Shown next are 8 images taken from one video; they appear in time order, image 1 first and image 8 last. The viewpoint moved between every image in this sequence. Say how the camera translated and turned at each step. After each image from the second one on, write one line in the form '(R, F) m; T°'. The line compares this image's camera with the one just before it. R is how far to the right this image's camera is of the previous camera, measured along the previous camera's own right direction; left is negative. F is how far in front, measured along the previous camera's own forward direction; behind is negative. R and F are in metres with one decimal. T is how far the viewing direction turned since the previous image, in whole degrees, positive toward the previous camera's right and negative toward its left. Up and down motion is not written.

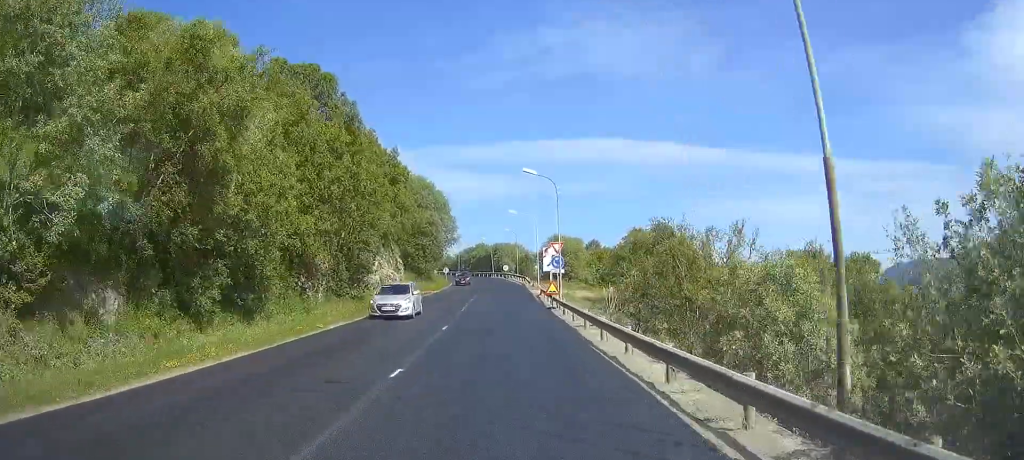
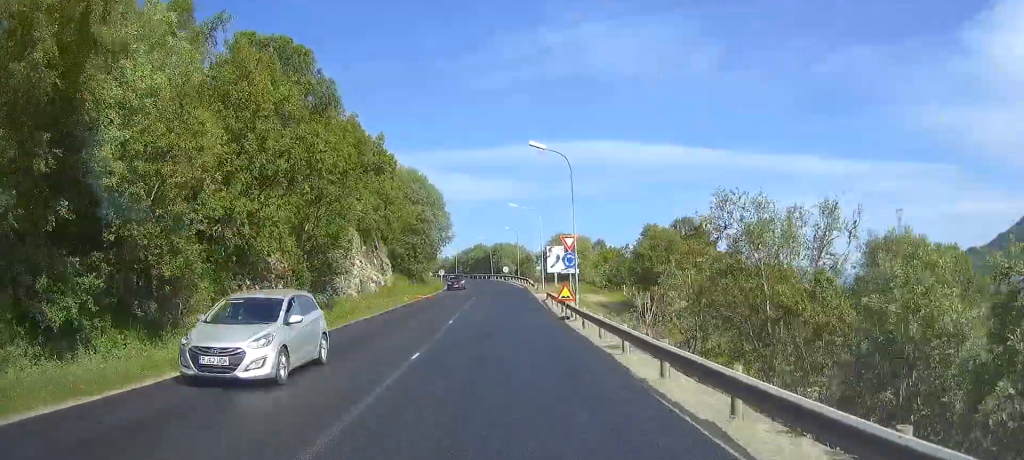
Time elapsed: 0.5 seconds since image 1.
(0.0, +7.5) m; 0°
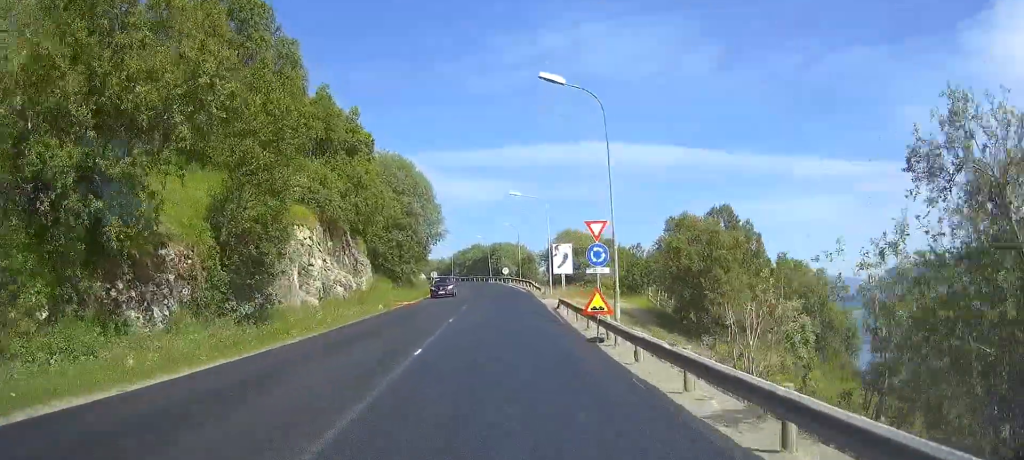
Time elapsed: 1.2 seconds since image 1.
(0.0, +9.8) m; 0°
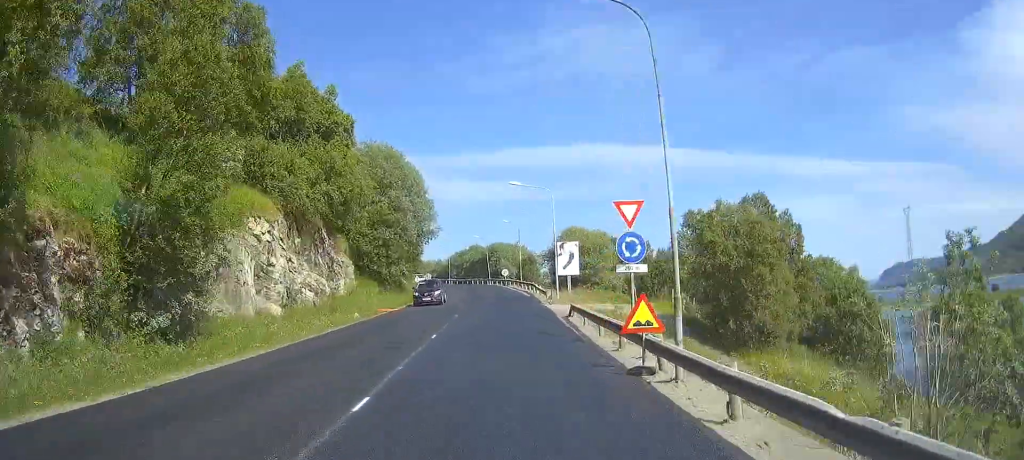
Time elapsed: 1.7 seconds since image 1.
(0.0, +6.4) m; 0°
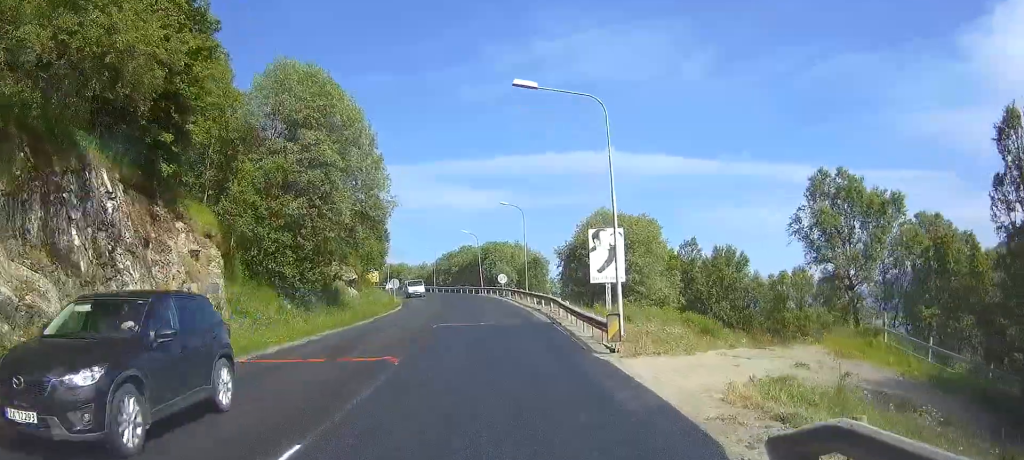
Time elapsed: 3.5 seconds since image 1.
(0.0, +23.5) m; 0°
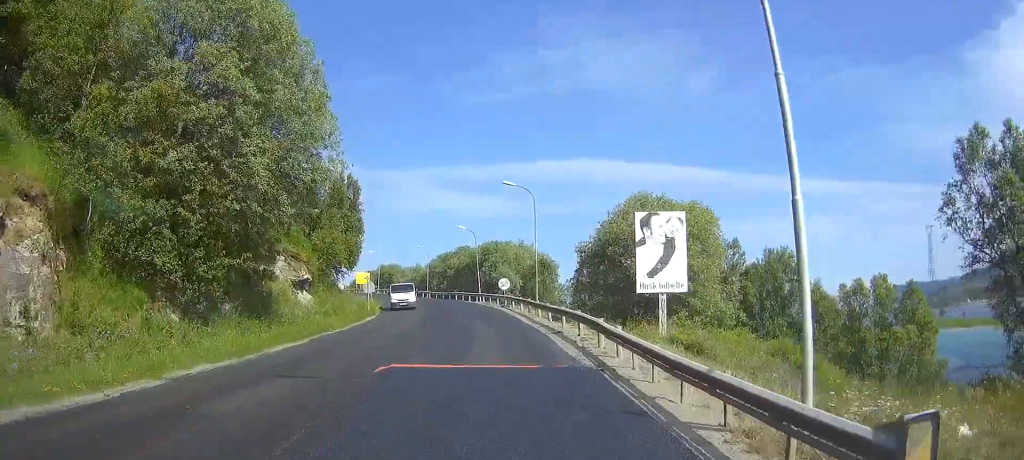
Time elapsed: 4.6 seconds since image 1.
(0.0, +12.3) m; 0°
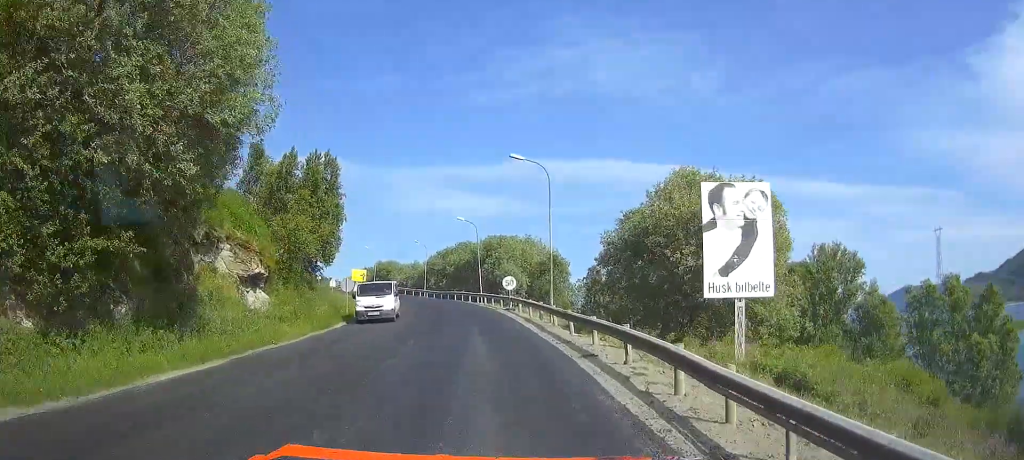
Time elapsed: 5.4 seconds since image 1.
(0.0, +8.7) m; -1°
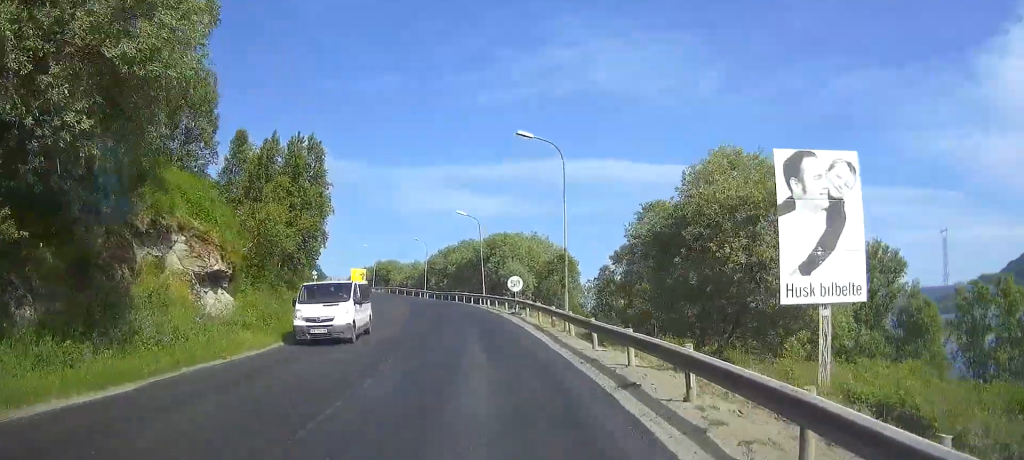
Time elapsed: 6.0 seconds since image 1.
(+0.1, +5.4) m; -1°
